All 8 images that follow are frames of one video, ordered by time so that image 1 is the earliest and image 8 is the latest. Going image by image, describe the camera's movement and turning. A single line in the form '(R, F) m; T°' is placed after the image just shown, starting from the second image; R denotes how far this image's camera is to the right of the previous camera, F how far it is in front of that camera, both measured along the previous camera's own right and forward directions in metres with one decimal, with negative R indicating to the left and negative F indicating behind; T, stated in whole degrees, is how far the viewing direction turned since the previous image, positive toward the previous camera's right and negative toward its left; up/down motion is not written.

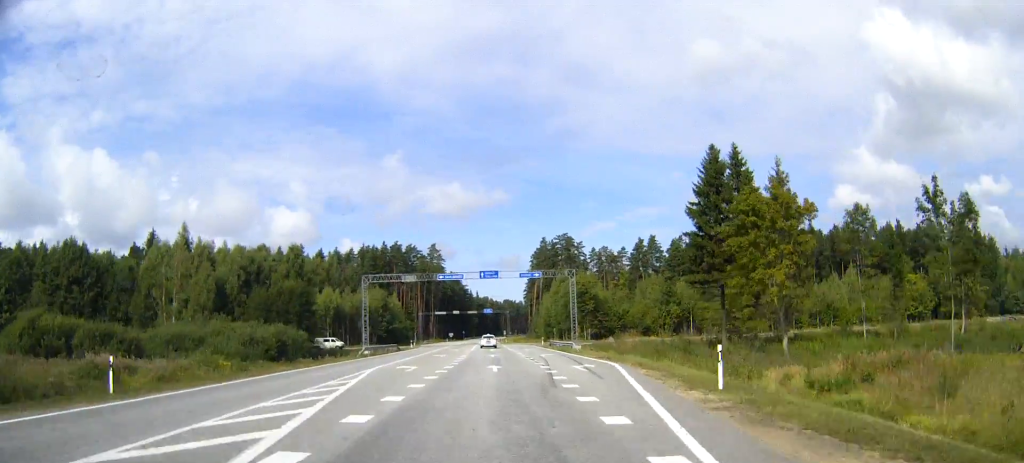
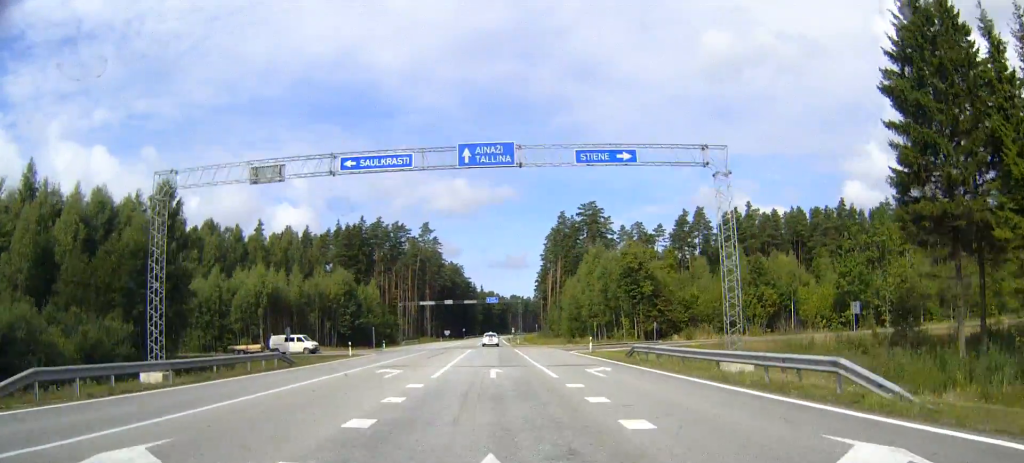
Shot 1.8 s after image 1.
(0.0, +42.0) m; 0°
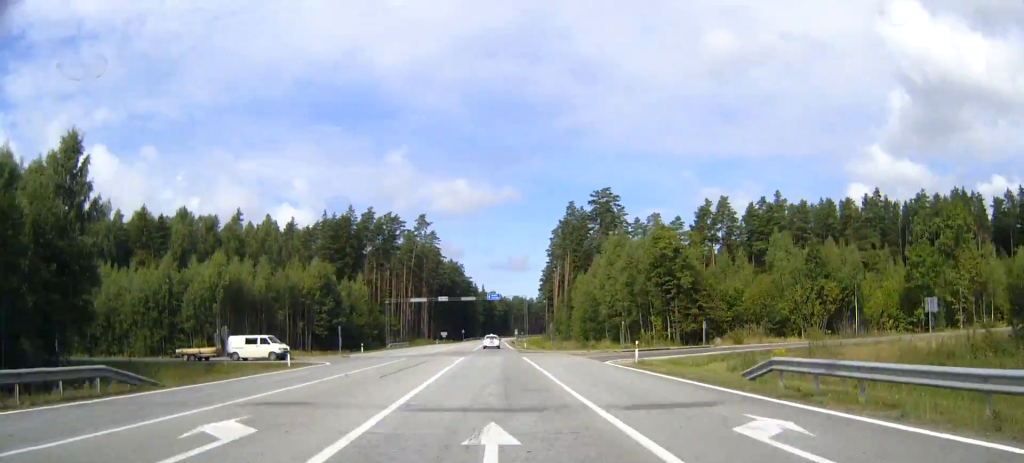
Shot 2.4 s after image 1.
(0.0, +16.5) m; 0°
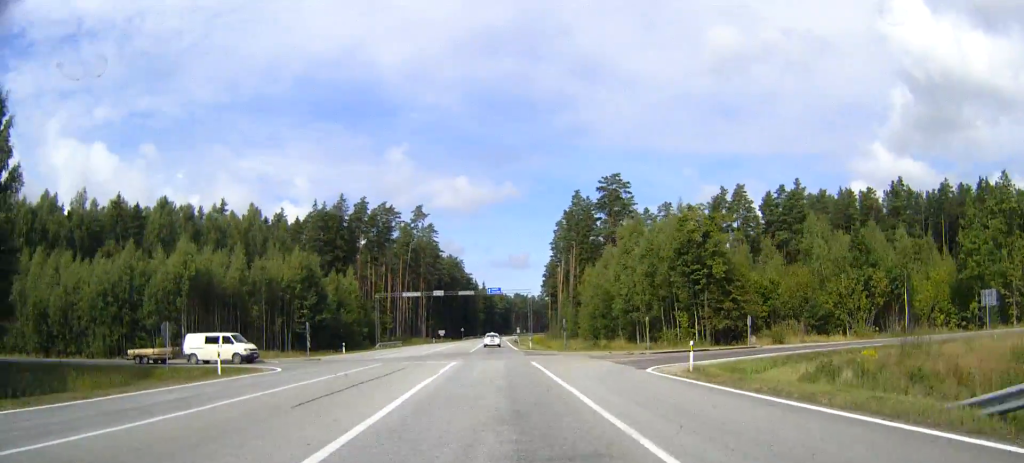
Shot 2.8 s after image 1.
(0.0, +10.1) m; 0°
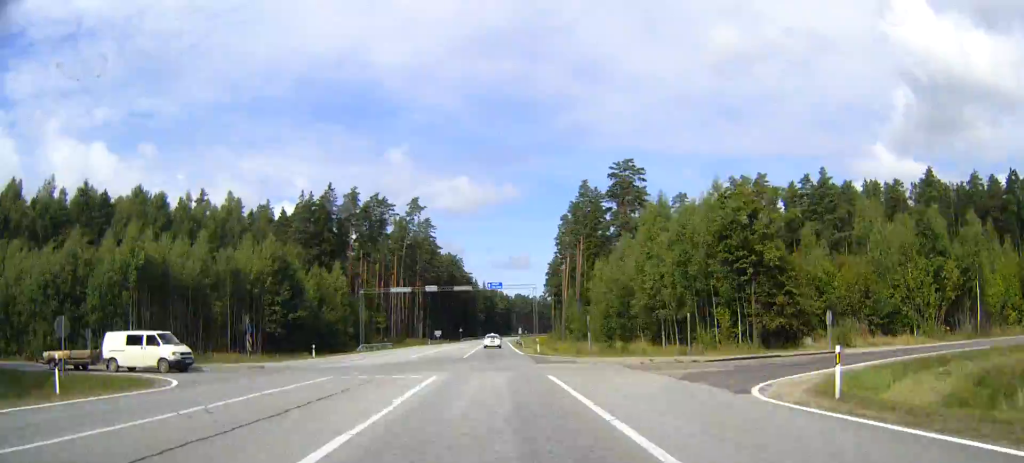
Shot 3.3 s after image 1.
(0.0, +11.8) m; 0°
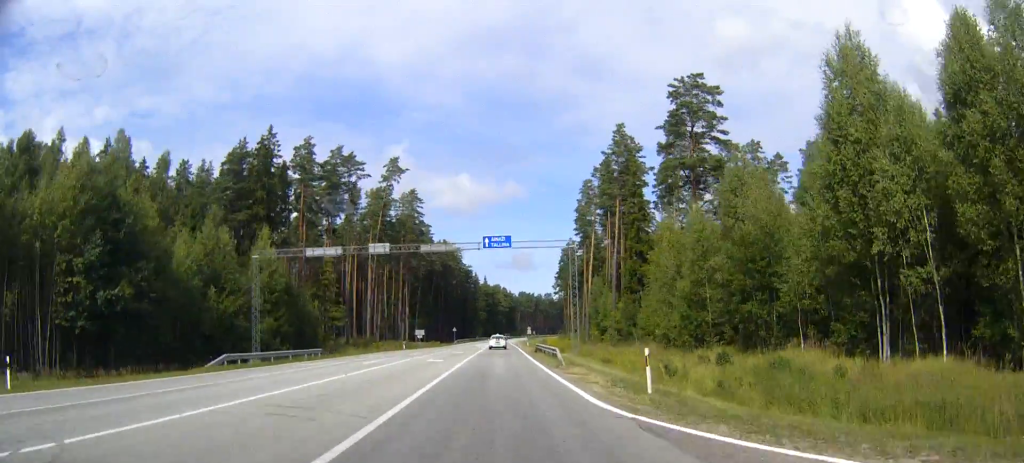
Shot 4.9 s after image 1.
(0.0, +42.0) m; 0°
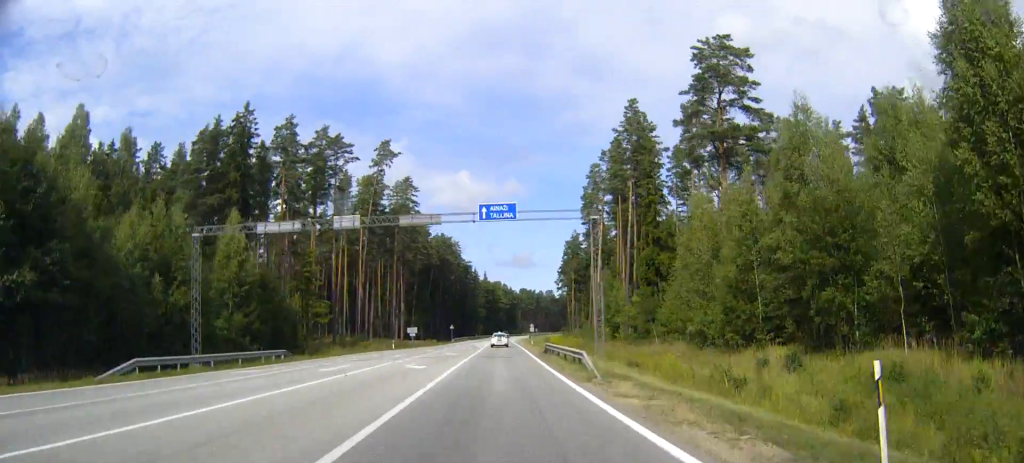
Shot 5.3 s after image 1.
(0.0, +11.4) m; 0°
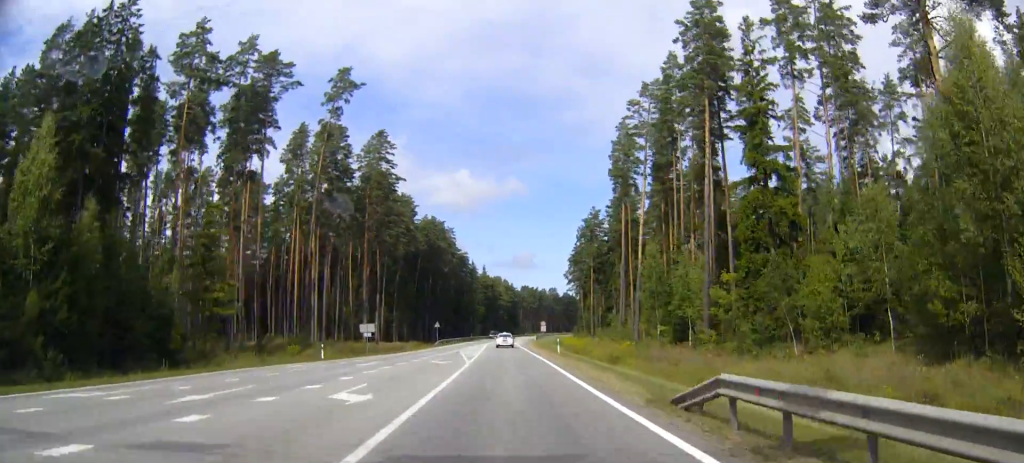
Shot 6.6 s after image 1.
(-0.1, +41.9) m; 0°
